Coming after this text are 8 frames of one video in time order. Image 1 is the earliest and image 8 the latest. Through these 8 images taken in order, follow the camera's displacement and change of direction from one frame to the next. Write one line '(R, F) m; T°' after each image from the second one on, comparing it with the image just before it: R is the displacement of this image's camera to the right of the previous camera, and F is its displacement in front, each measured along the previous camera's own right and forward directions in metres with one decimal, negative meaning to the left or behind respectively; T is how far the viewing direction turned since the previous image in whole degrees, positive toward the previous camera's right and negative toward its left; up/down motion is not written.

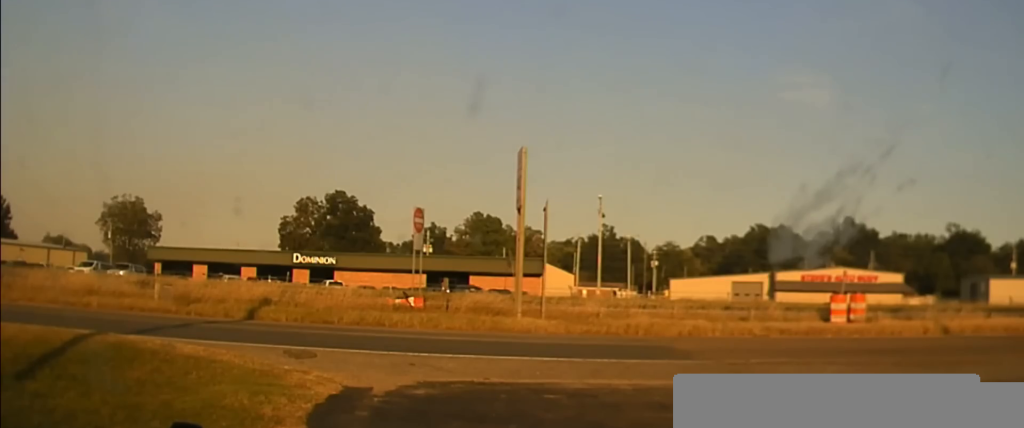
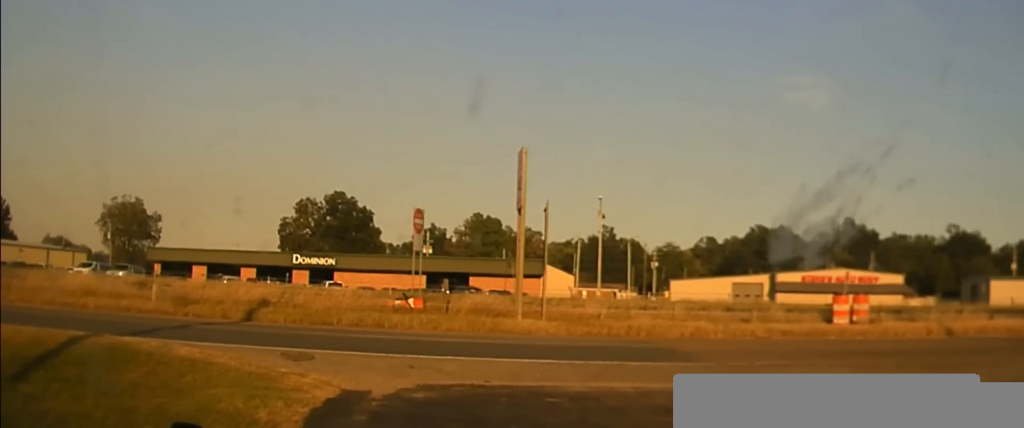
(0.0, +0.3) m; 0°
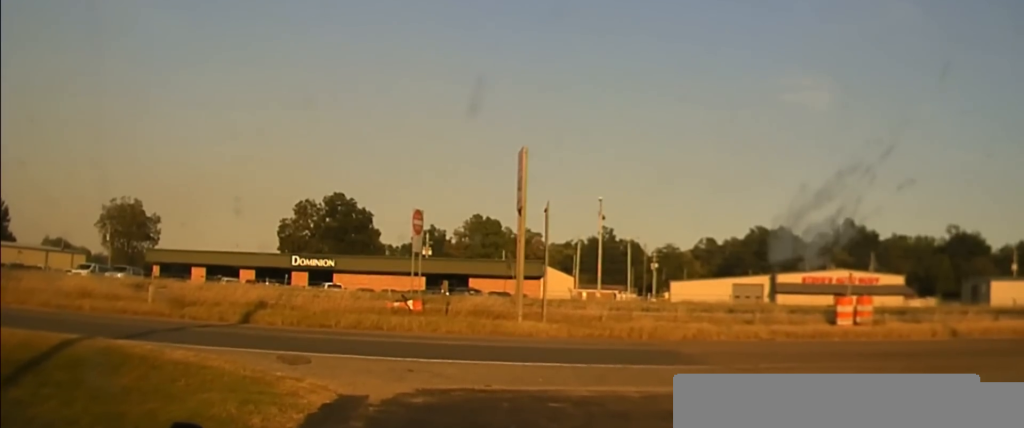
(0.0, +0.4) m; 0°
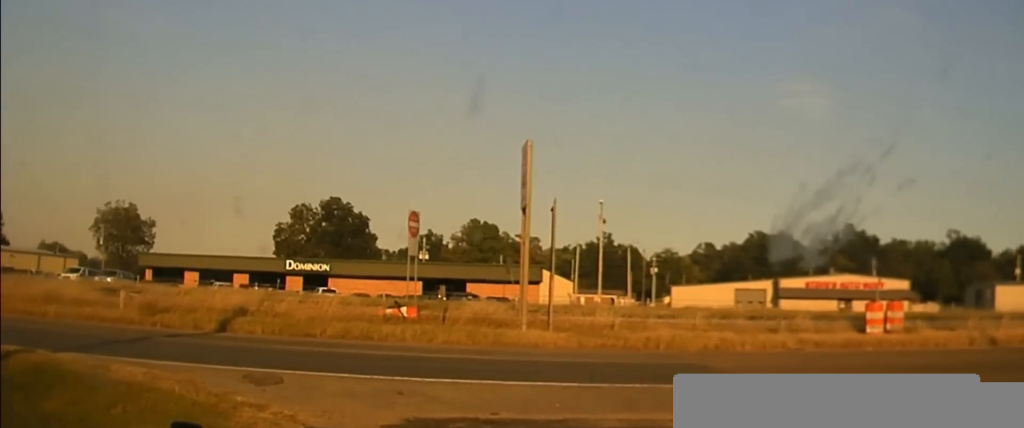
(0.0, +3.4) m; -1°
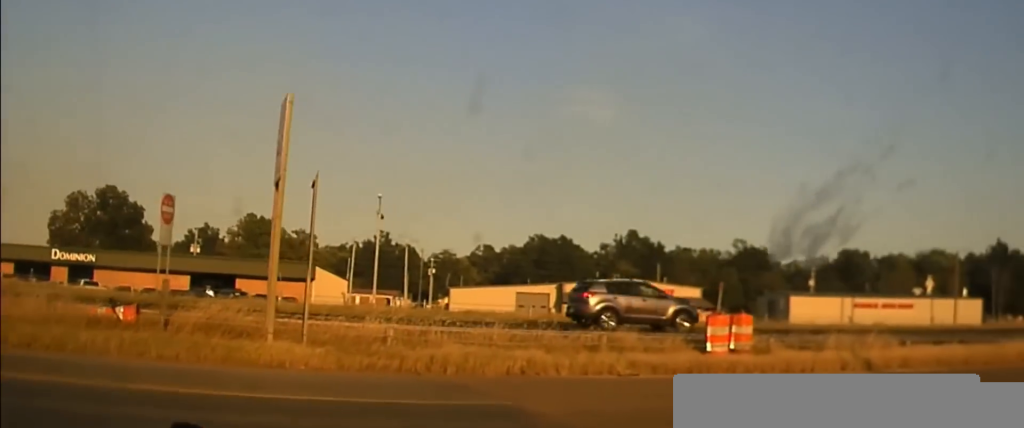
(+0.2, +4.9) m; +18°
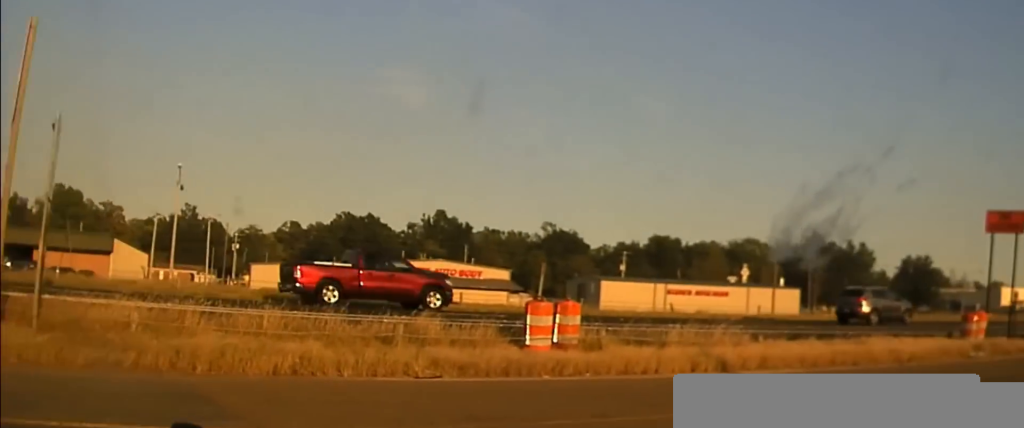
(+0.6, +3.1) m; +18°
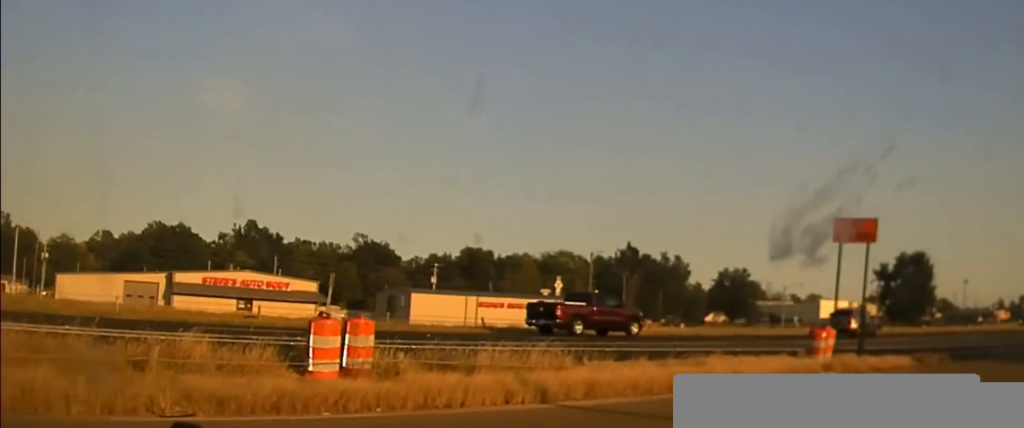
(+0.2, +2.5) m; +13°
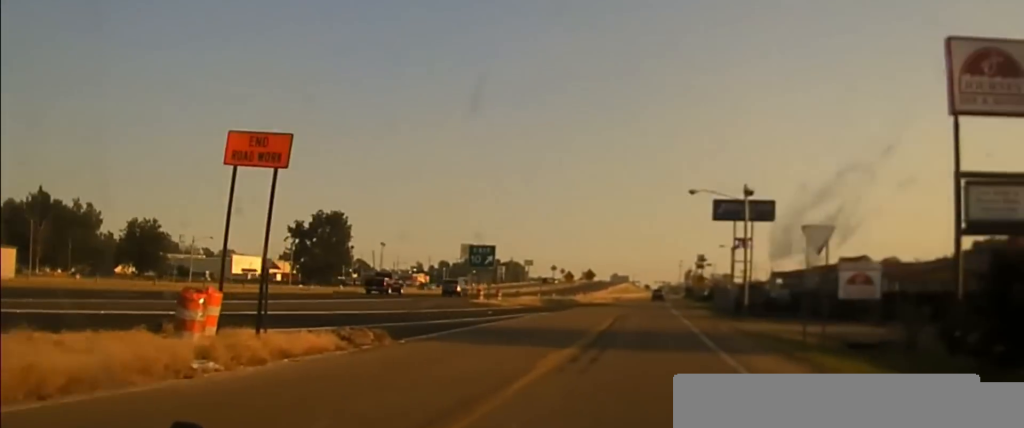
(+2.8, +8.3) m; +24°
